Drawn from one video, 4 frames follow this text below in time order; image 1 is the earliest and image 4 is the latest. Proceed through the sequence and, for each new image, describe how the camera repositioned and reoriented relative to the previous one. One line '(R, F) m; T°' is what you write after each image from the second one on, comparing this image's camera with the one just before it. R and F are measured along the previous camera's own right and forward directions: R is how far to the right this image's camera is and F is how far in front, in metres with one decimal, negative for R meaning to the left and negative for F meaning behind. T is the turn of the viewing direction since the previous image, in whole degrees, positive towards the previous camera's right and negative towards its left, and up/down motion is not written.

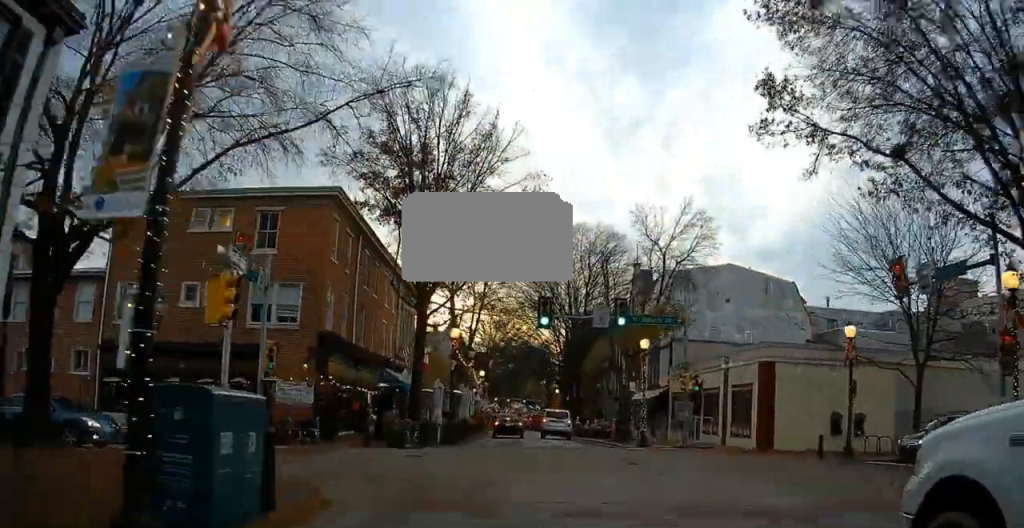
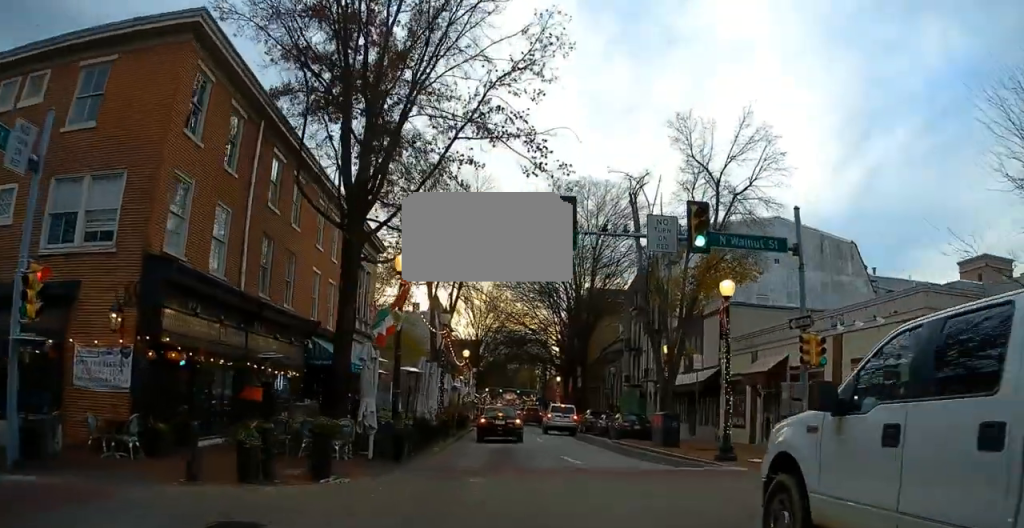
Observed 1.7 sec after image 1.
(-1.0, +13.8) m; -3°
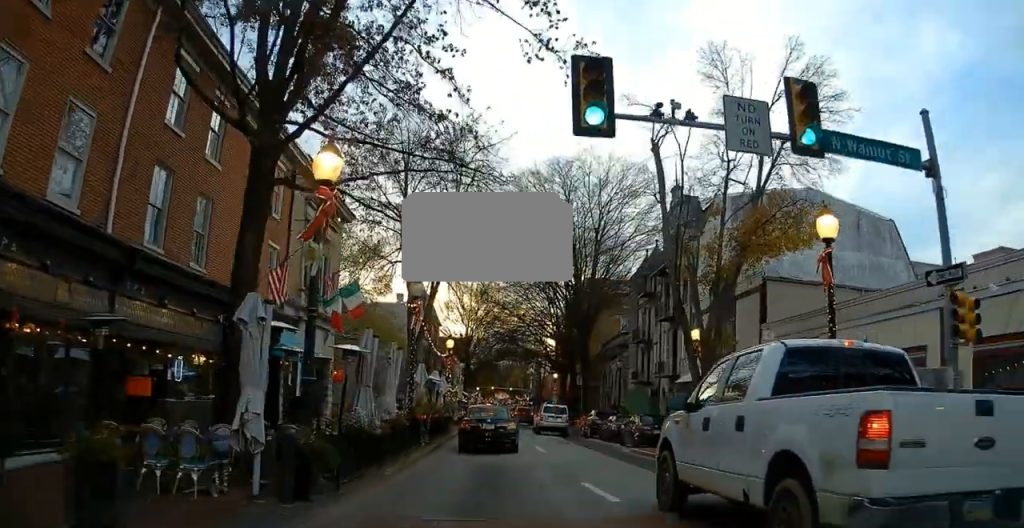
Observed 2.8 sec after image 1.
(+0.3, +8.1) m; +5°
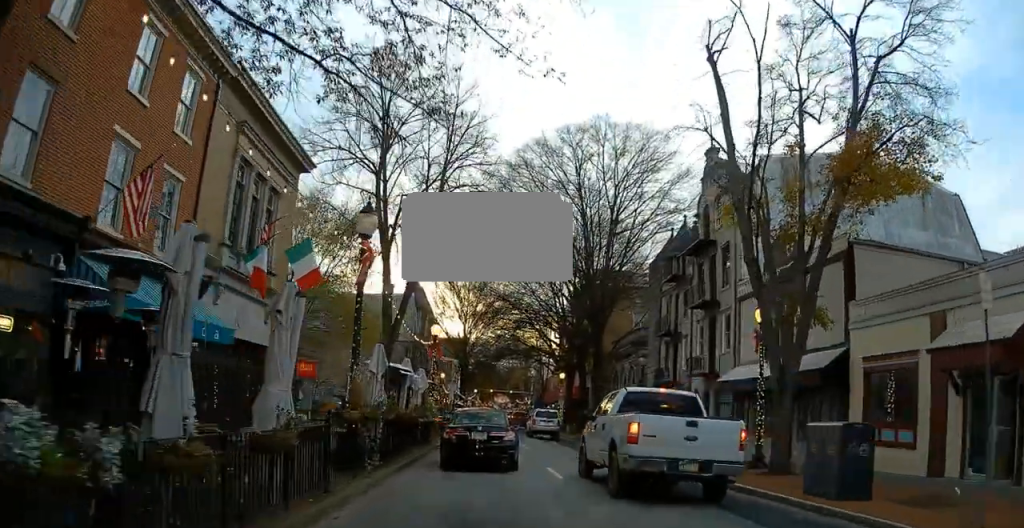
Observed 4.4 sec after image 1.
(+0.6, +9.4) m; +4°
